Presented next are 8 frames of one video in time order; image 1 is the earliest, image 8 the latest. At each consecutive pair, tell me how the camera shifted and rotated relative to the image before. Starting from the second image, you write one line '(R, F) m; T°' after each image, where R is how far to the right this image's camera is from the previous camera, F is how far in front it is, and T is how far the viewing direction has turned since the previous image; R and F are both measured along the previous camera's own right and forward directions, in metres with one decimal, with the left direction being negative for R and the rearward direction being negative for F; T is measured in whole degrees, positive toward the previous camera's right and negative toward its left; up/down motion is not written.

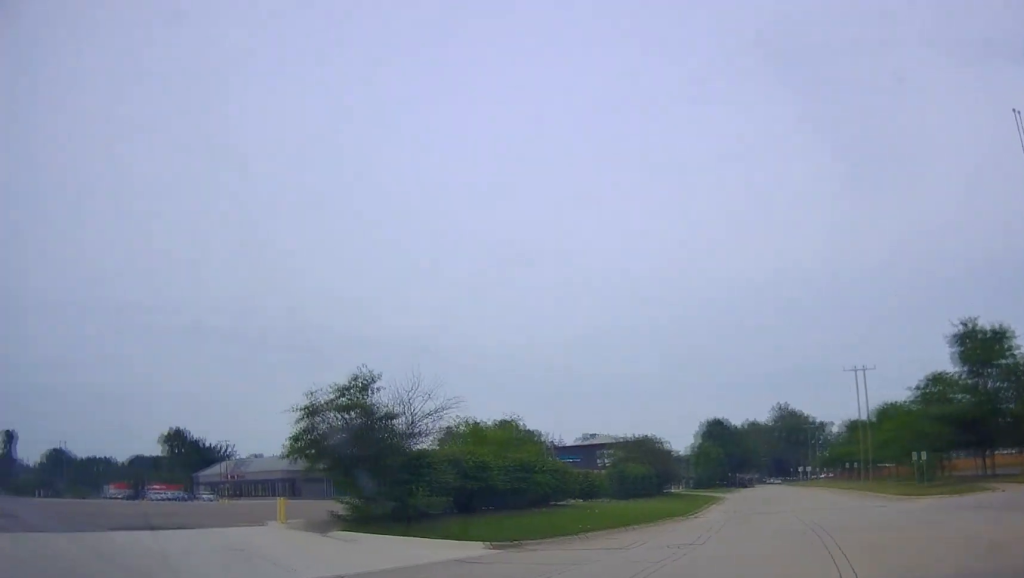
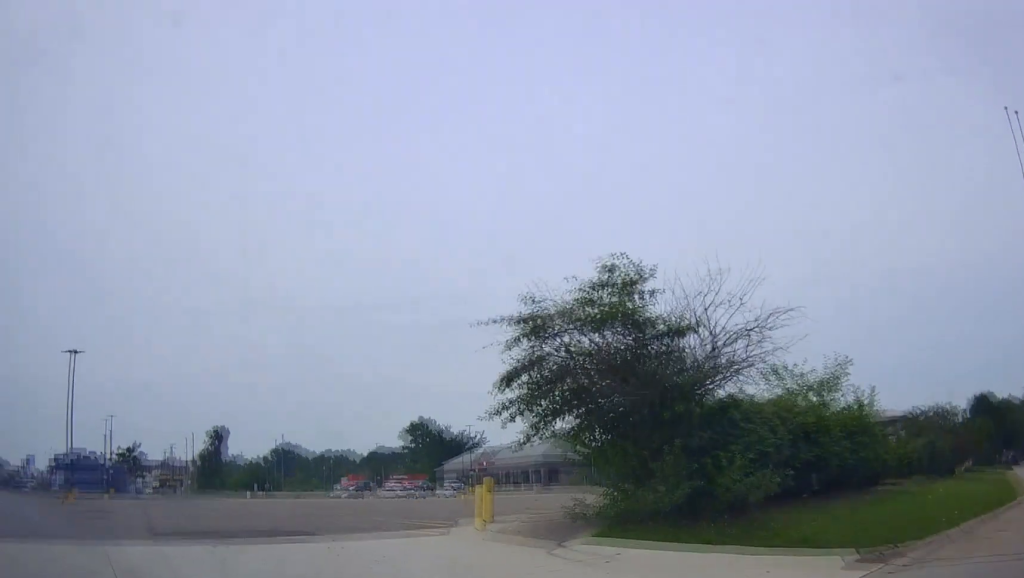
(-1.5, +9.6) m; -17°
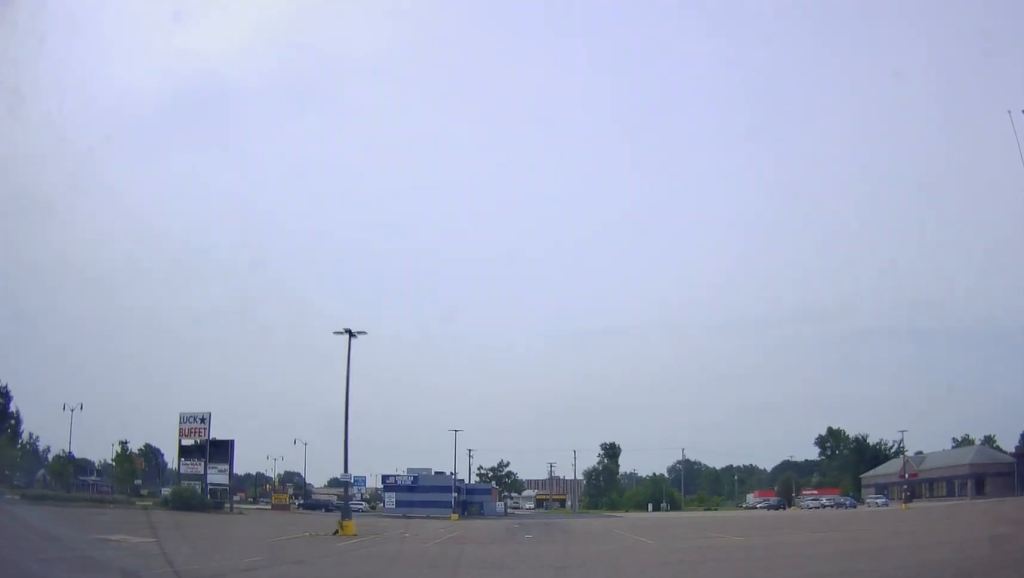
(-7.3, +16.0) m; -51°
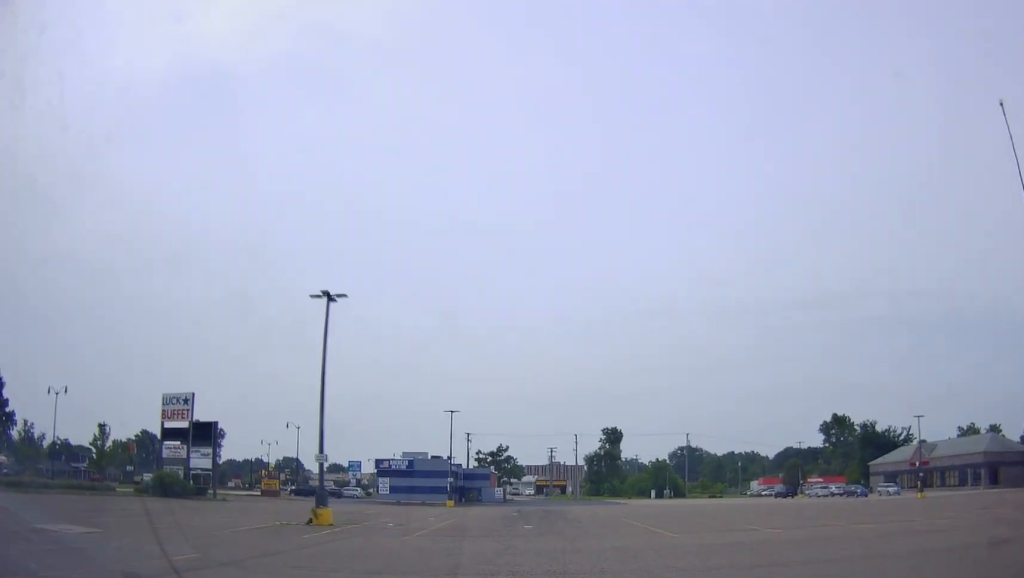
(-0.3, +3.0) m; -5°
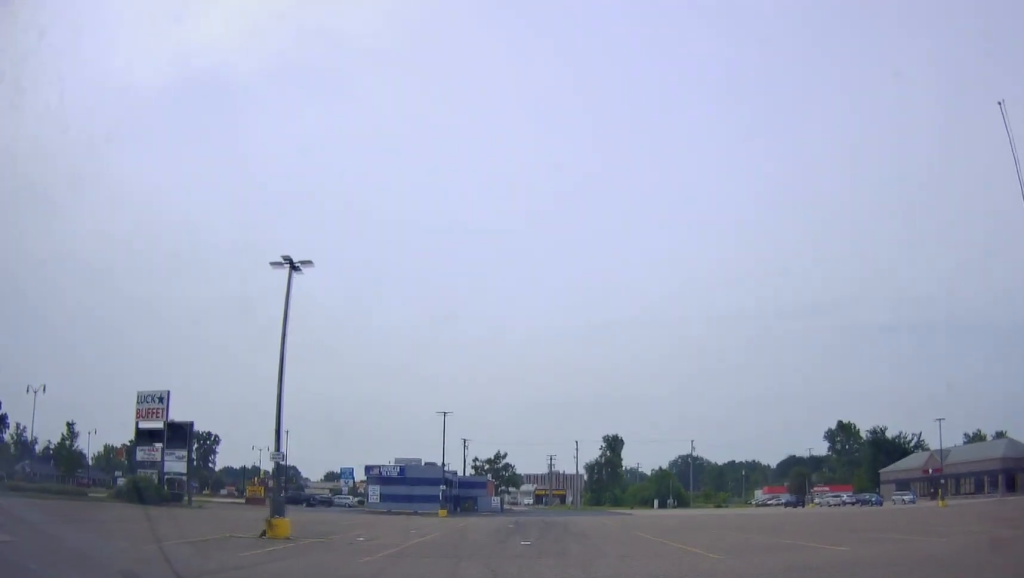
(-0.1, +3.6) m; -4°
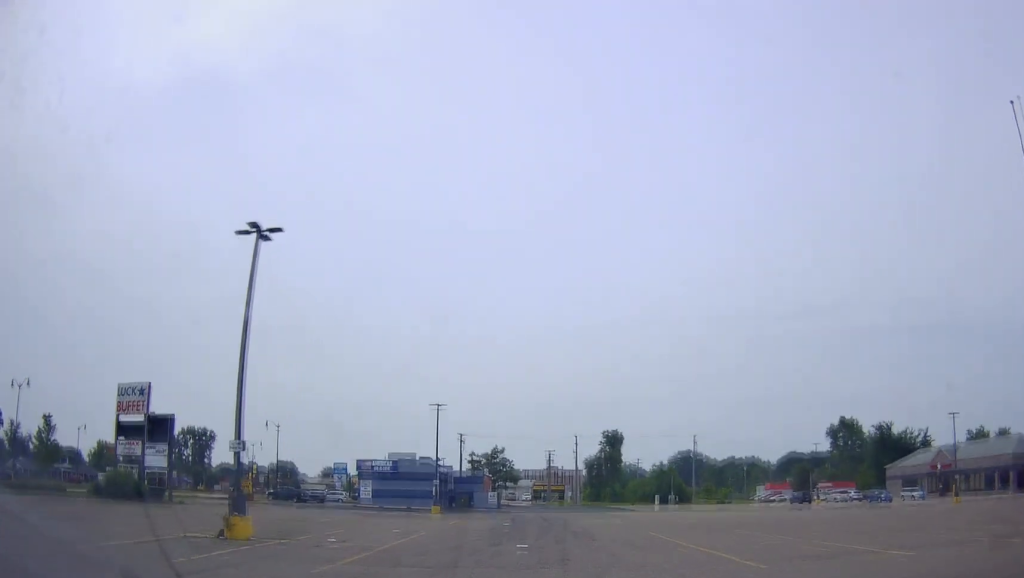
(+0.1, +2.2) m; -2°
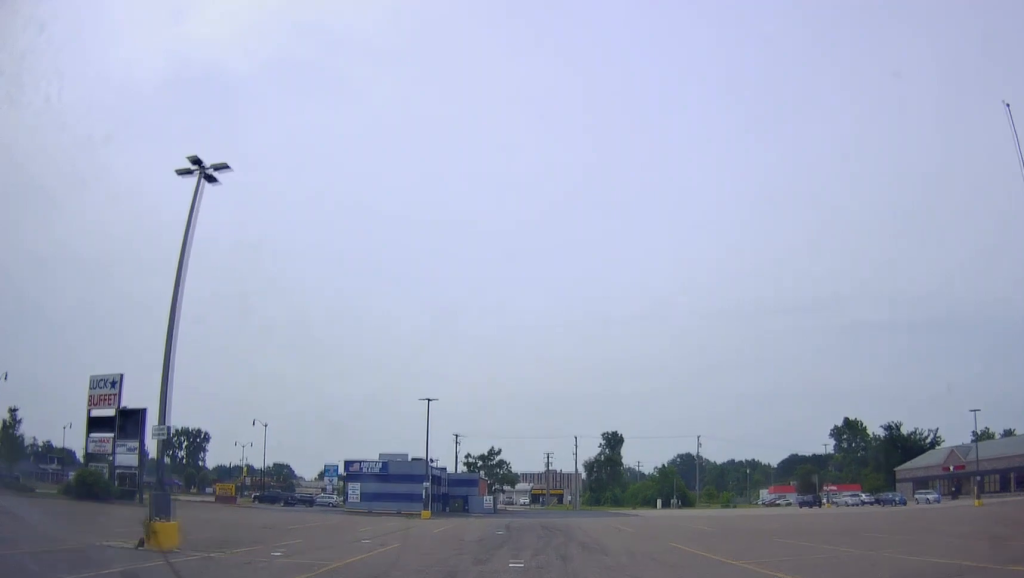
(-0.2, +3.4) m; 0°
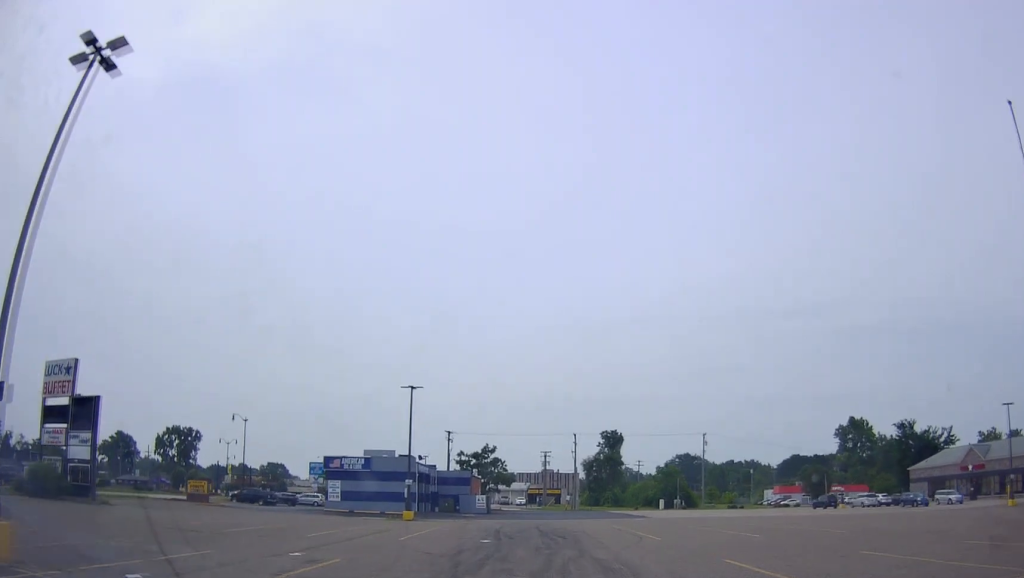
(0.0, +4.8) m; +1°
